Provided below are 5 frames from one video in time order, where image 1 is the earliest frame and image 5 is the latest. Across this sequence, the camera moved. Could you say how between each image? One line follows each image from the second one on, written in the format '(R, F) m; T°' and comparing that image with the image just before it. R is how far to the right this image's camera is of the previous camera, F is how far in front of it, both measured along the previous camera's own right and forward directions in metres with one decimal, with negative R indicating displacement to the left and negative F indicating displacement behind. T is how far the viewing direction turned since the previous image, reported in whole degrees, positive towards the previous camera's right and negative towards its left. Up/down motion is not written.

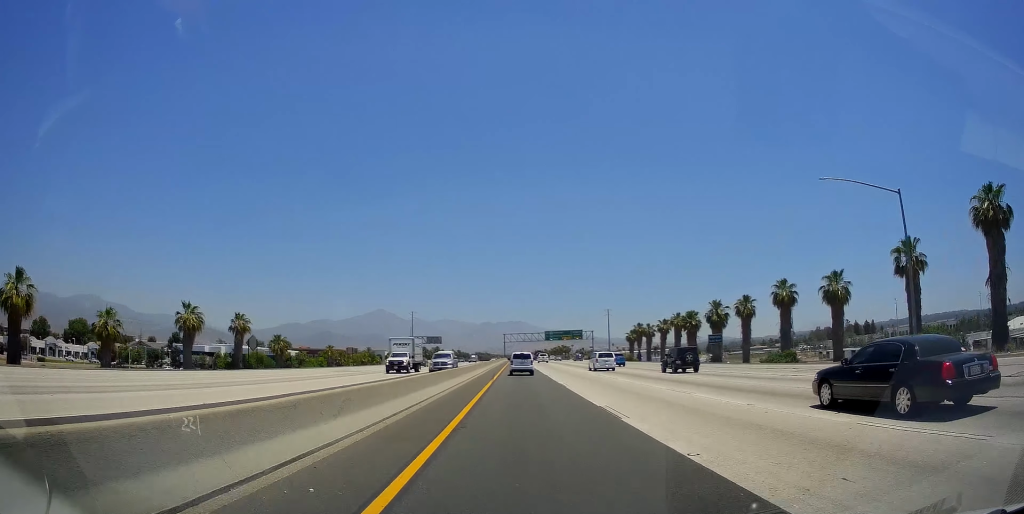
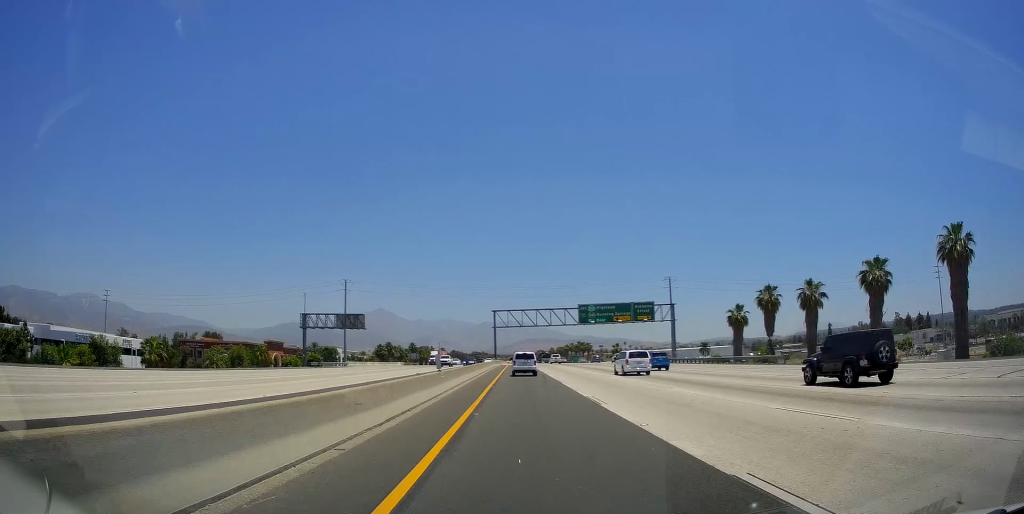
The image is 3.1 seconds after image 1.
(0.0, +96.1) m; 0°
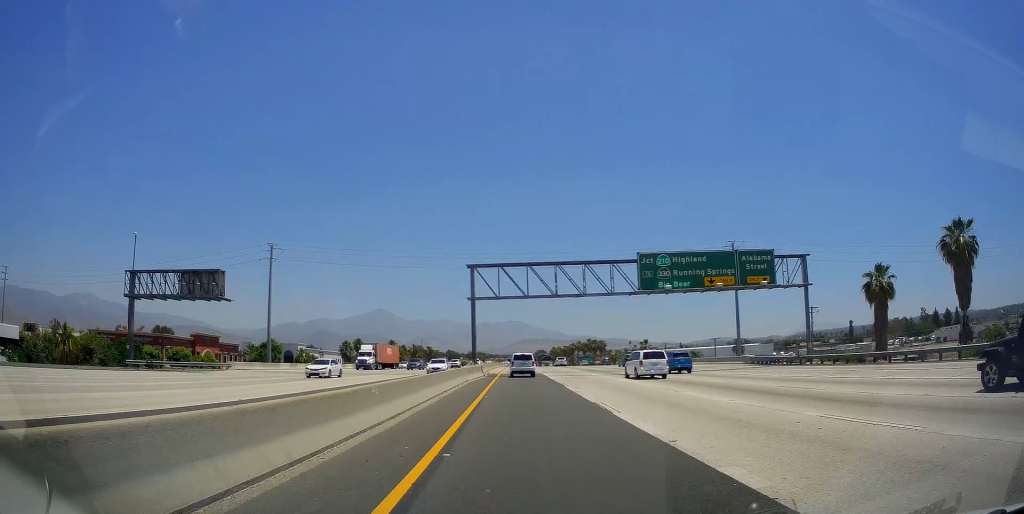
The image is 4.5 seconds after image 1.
(0.0, +47.2) m; 0°
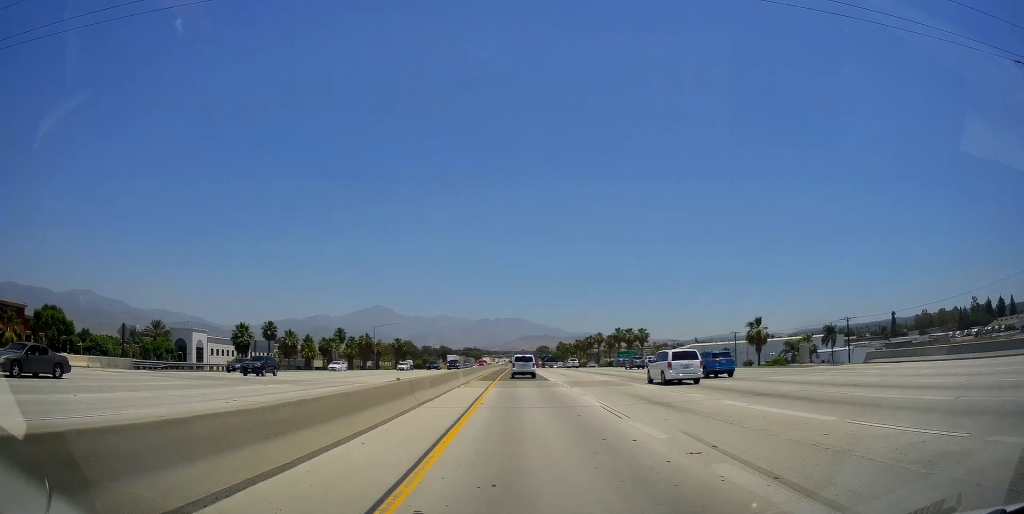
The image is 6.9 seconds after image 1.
(0.0, +73.4) m; 0°
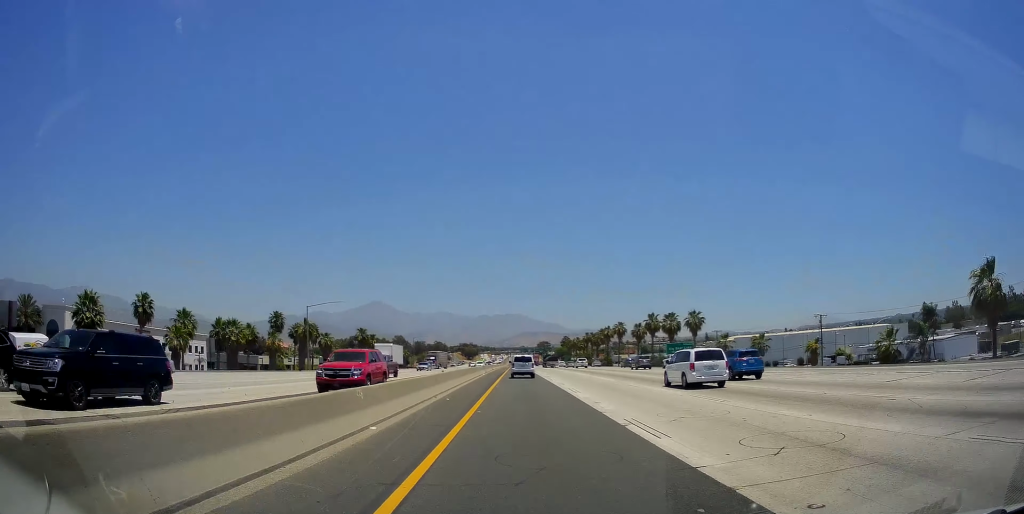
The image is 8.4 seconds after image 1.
(0.0, +46.4) m; 0°
